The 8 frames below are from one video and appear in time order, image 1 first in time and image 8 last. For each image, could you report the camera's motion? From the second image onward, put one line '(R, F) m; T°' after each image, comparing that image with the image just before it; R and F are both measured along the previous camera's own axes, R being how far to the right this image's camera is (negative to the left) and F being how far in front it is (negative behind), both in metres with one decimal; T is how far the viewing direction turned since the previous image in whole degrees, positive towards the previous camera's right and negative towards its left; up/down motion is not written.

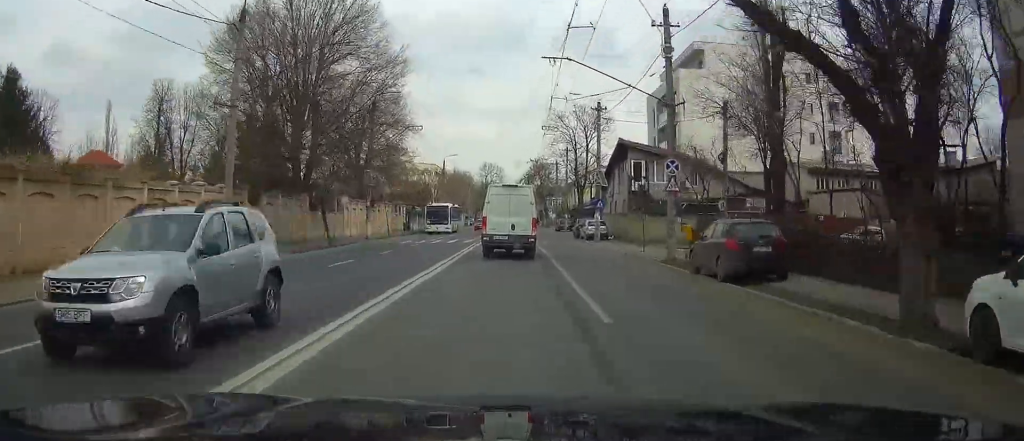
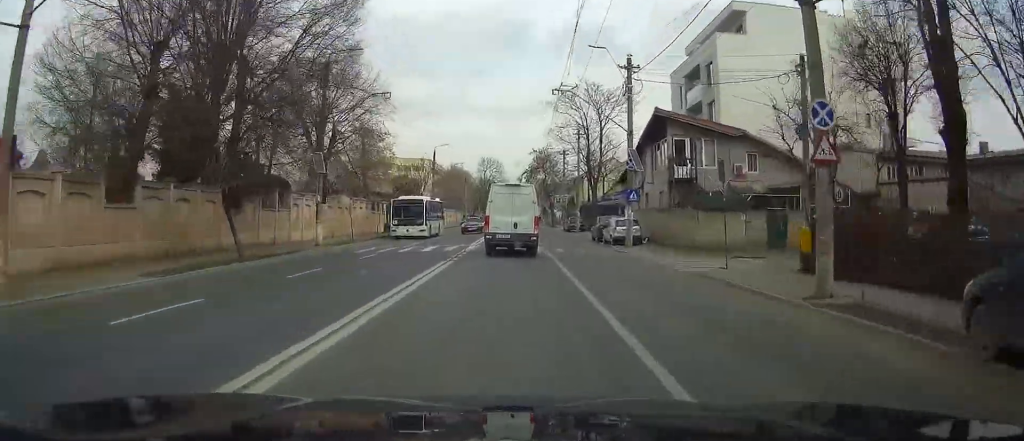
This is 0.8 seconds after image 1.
(0.0, +13.5) m; 0°
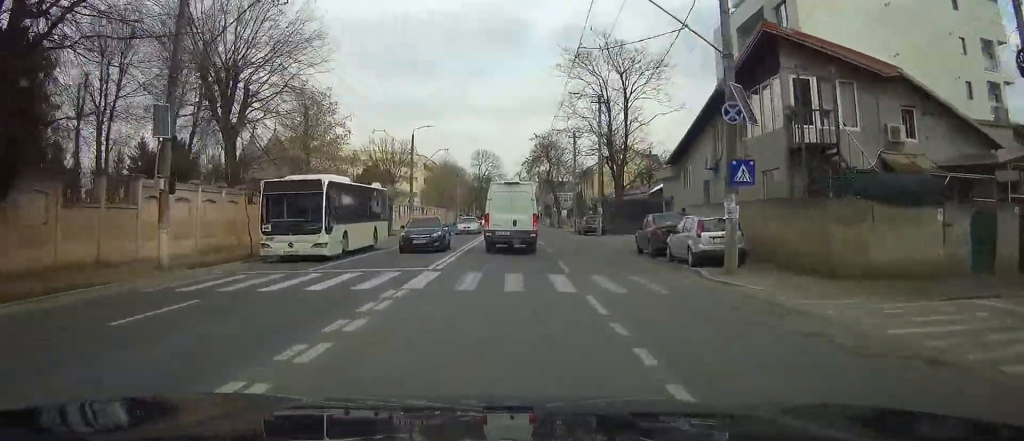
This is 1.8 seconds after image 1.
(0.0, +17.6) m; +1°
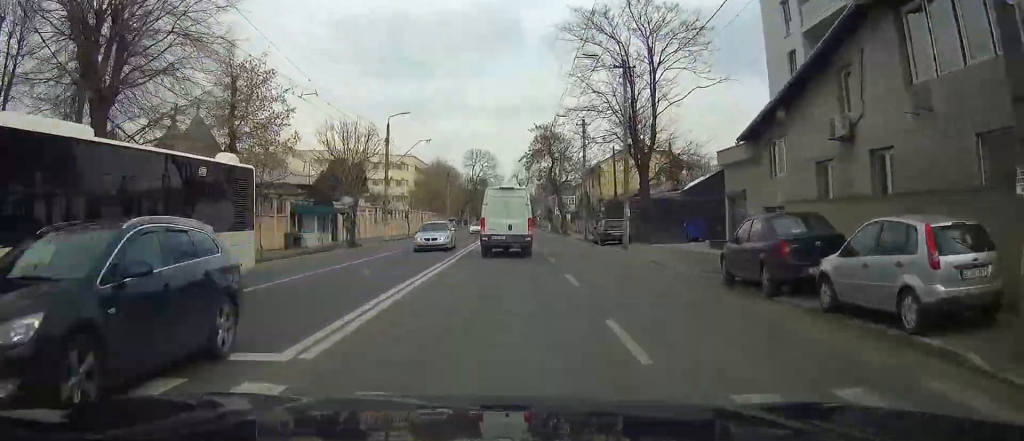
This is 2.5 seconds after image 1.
(+0.2, +12.2) m; +1°
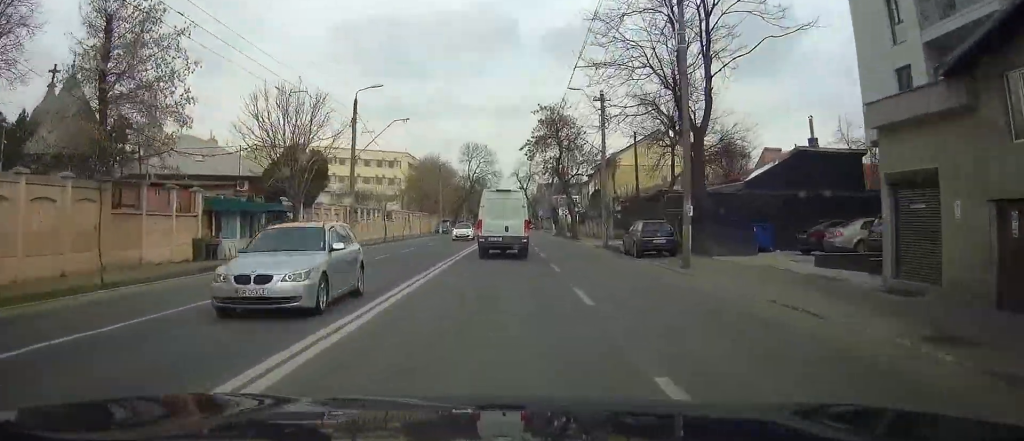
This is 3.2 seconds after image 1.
(0.0, +12.2) m; 0°
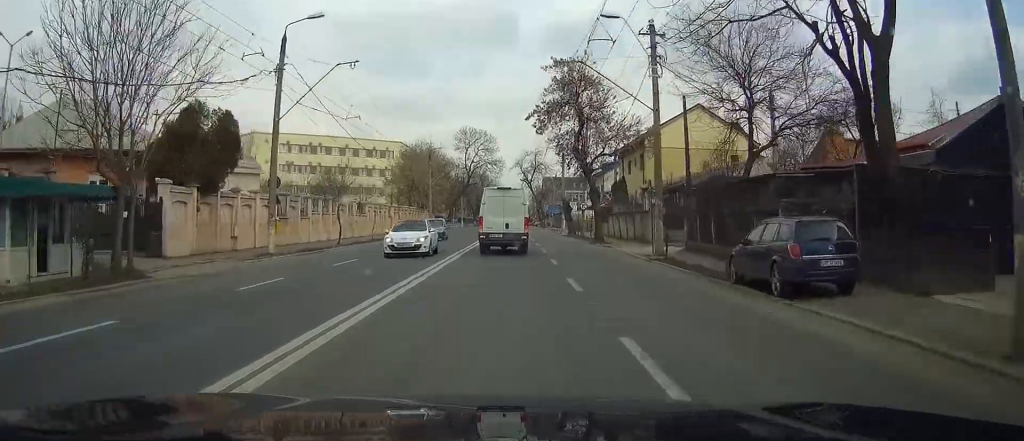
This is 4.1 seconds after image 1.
(-0.1, +15.8) m; -1°
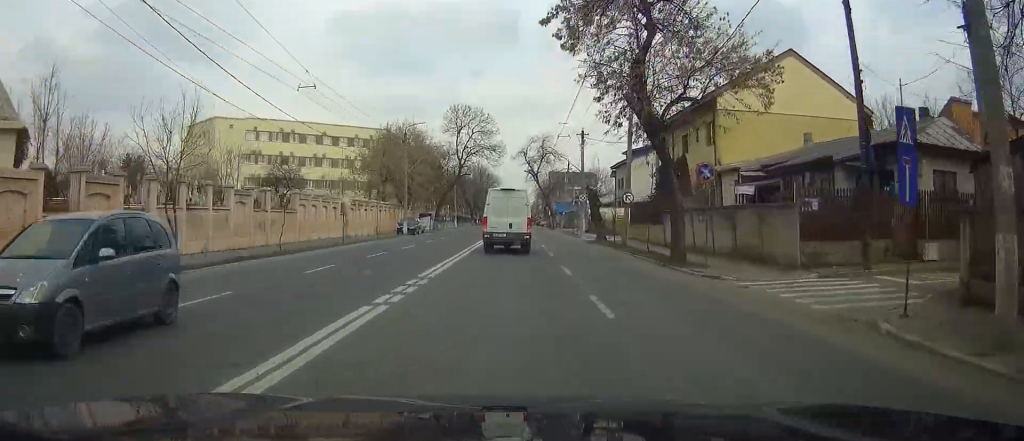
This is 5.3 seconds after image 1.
(-0.2, +21.2) m; 0°
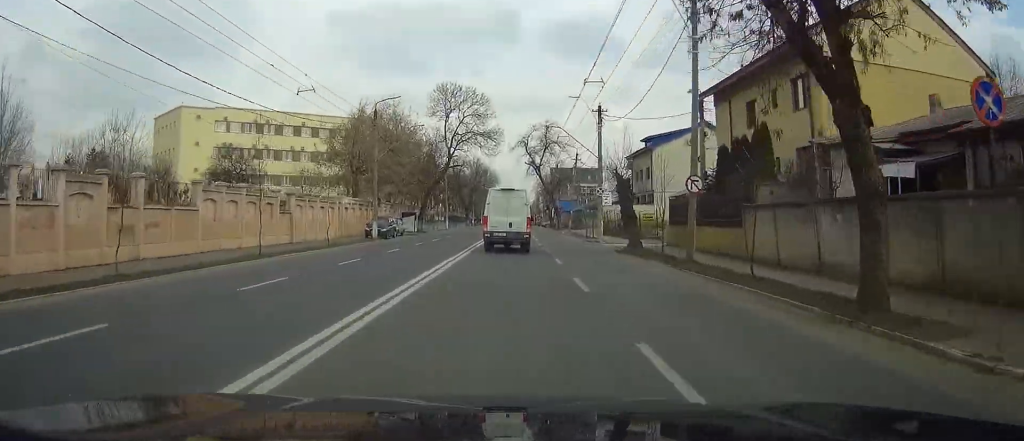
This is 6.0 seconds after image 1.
(0.0, +13.7) m; 0°
